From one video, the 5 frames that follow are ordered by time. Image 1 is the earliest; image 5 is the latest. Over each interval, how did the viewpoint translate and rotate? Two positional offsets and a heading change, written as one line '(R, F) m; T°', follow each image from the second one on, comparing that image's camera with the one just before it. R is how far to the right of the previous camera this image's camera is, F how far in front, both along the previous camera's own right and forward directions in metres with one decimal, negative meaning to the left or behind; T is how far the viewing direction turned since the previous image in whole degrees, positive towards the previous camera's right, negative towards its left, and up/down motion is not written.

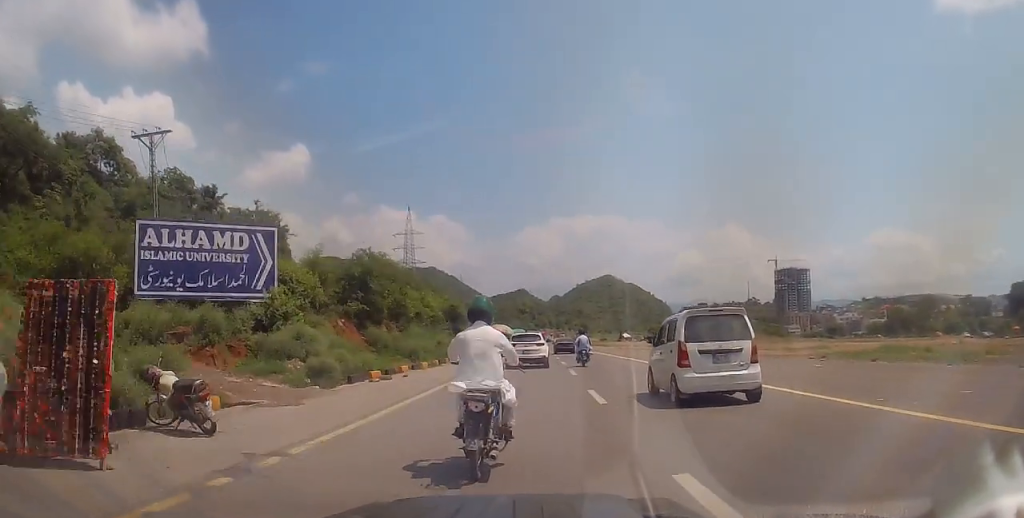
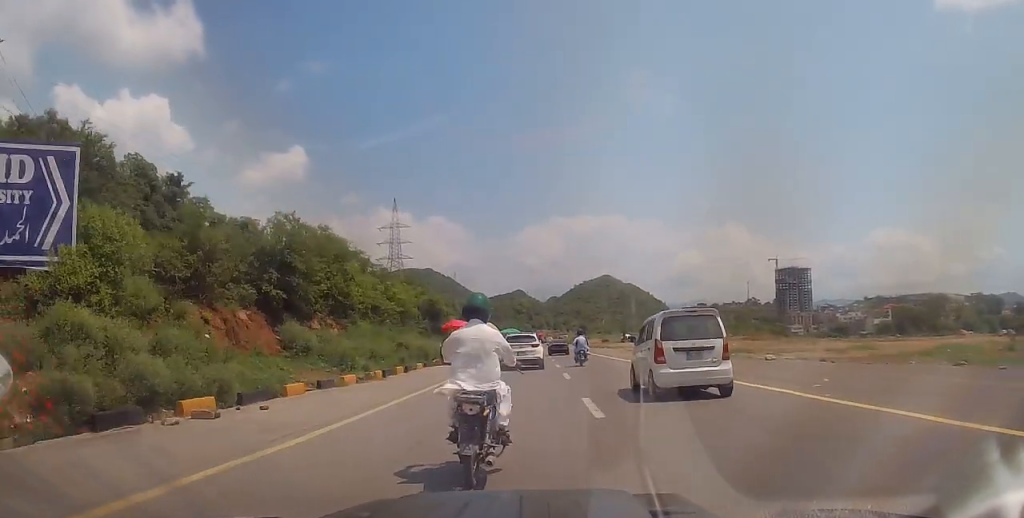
(-0.2, +12.0) m; 0°
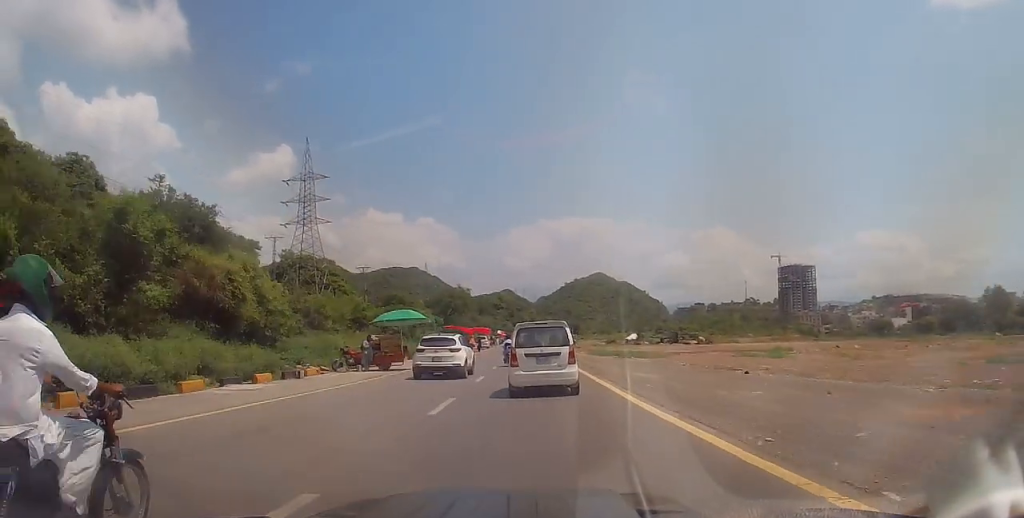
(+1.3, +47.2) m; +1°
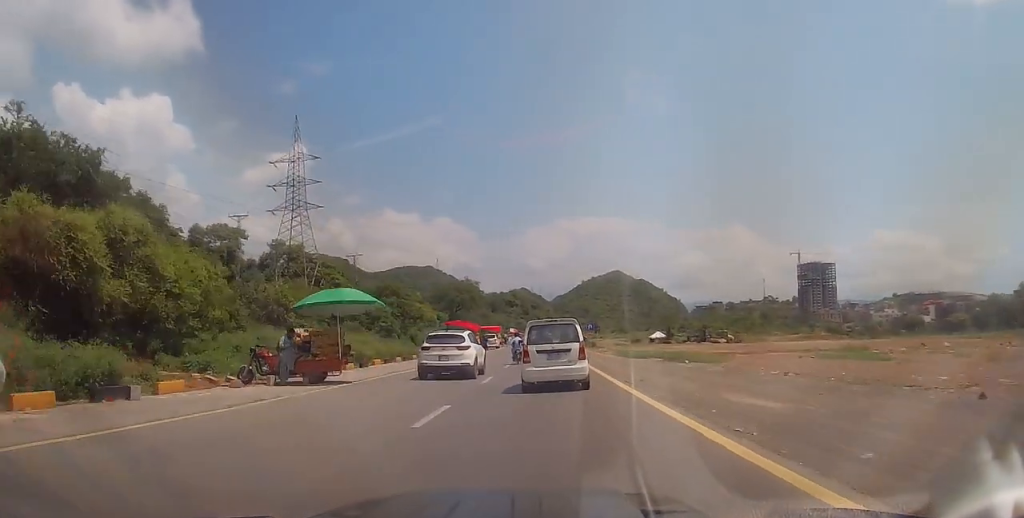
(-0.3, +11.5) m; -2°
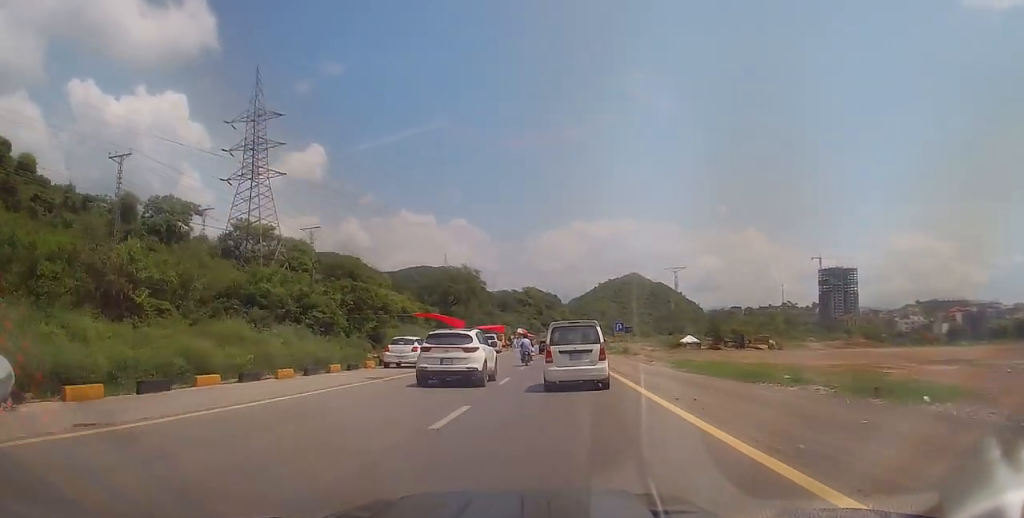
(-0.3, +18.8) m; -1°
